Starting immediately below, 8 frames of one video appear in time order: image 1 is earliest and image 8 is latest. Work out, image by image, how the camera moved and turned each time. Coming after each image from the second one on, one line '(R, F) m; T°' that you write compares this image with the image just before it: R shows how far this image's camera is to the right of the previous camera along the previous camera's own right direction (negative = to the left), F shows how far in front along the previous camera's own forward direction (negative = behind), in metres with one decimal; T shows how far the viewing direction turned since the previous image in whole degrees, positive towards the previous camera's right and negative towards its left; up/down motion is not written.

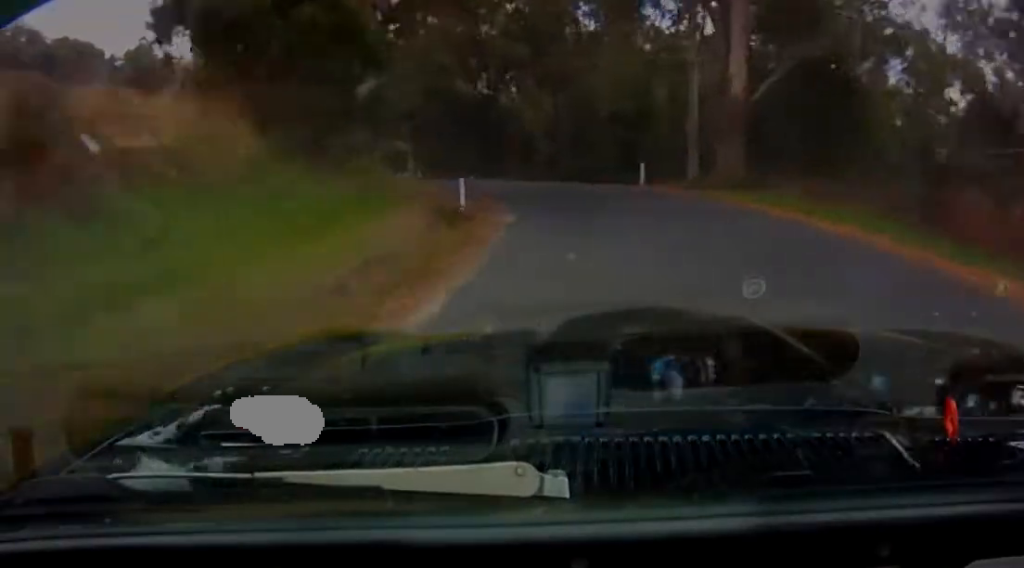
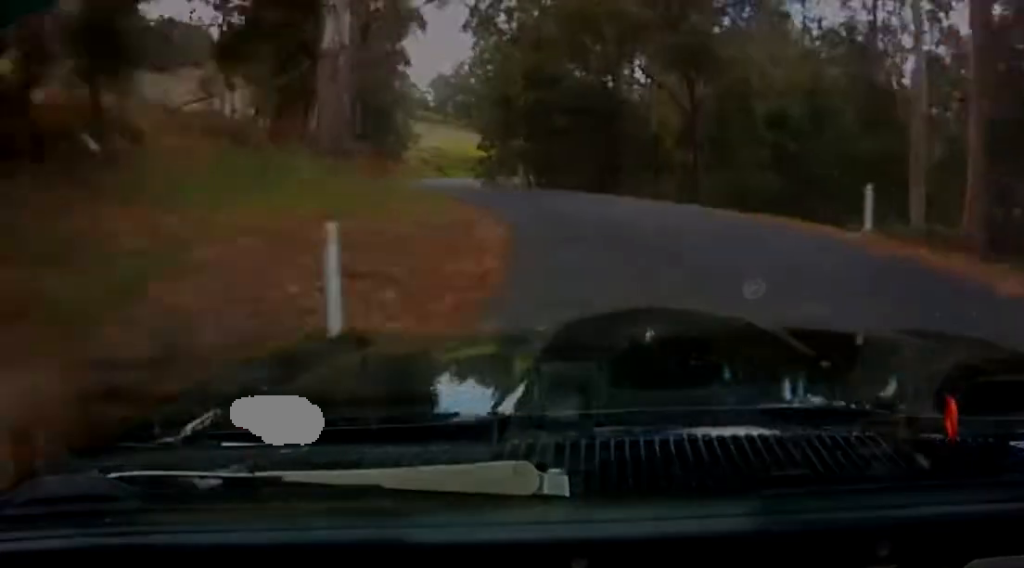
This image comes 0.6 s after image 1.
(-2.0, +13.8) m; -11°
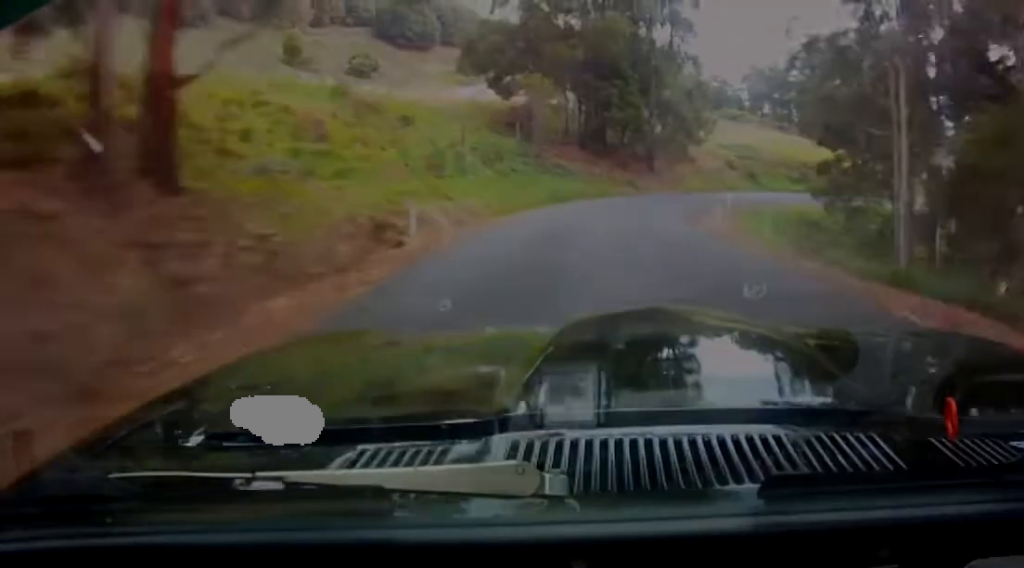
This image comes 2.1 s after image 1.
(-7.0, +36.5) m; -12°
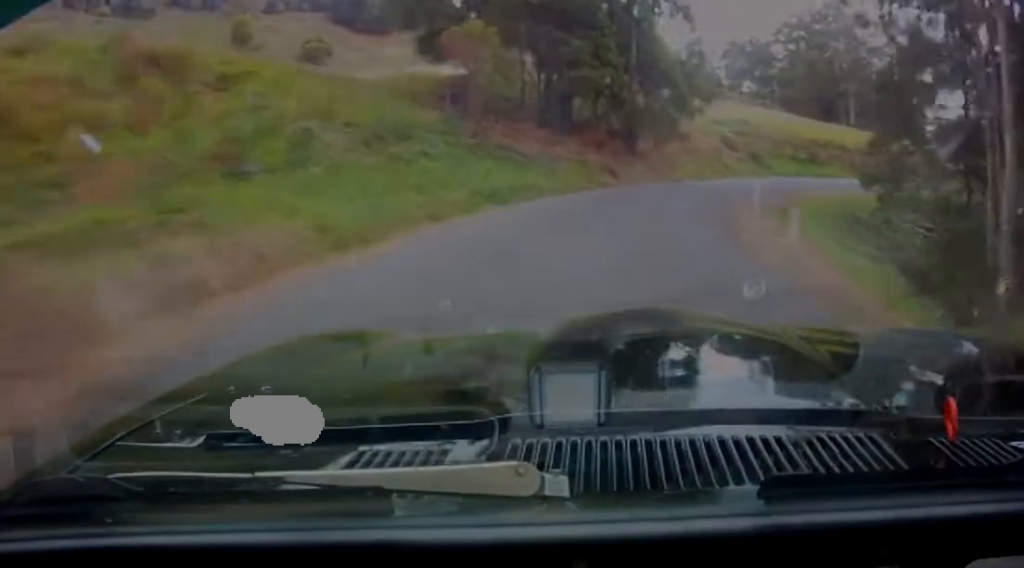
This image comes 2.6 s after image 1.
(0.0, +13.4) m; +3°
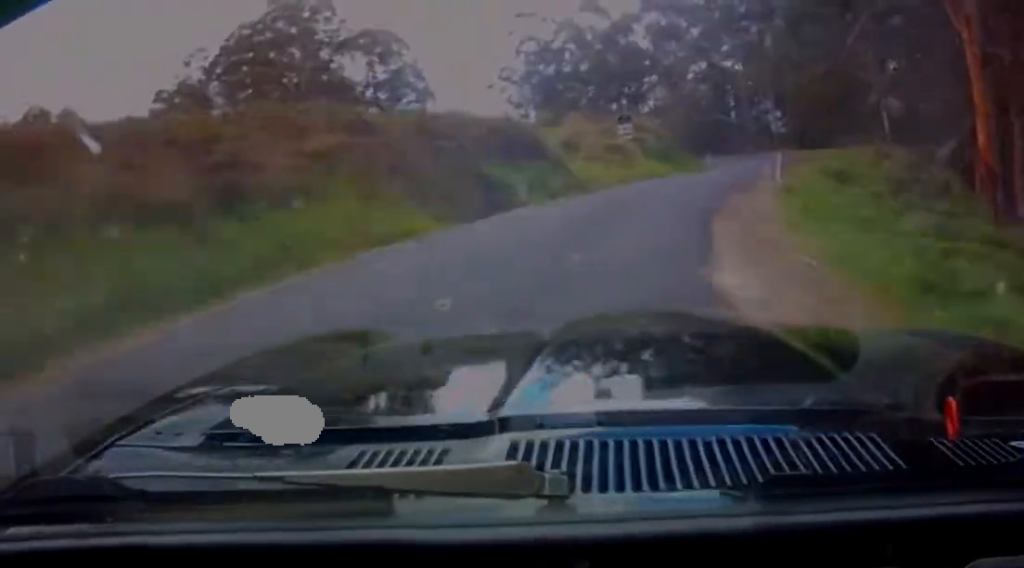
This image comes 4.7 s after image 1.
(+7.2, +58.1) m; +16°
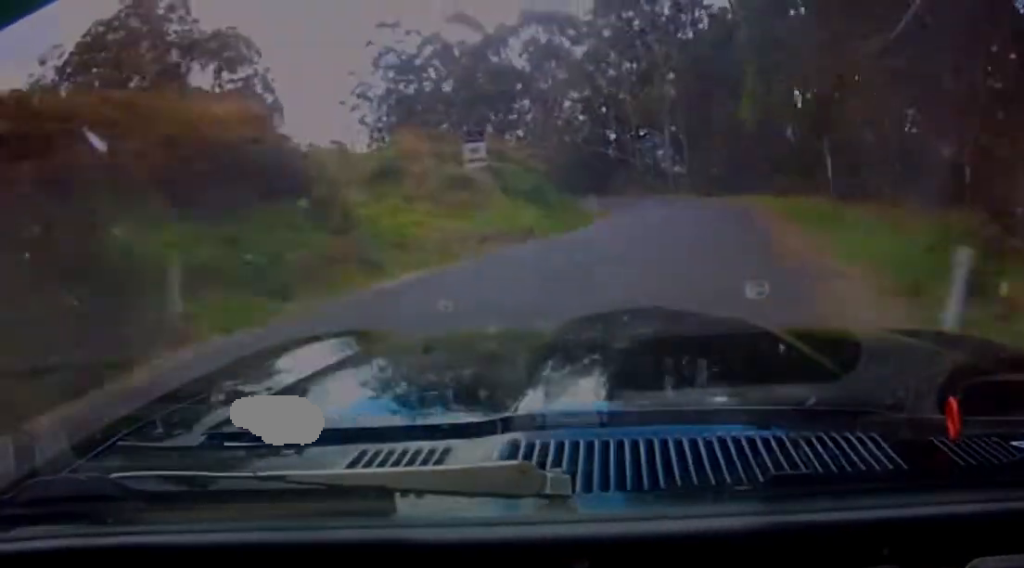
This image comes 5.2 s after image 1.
(+1.0, +14.9) m; +5°
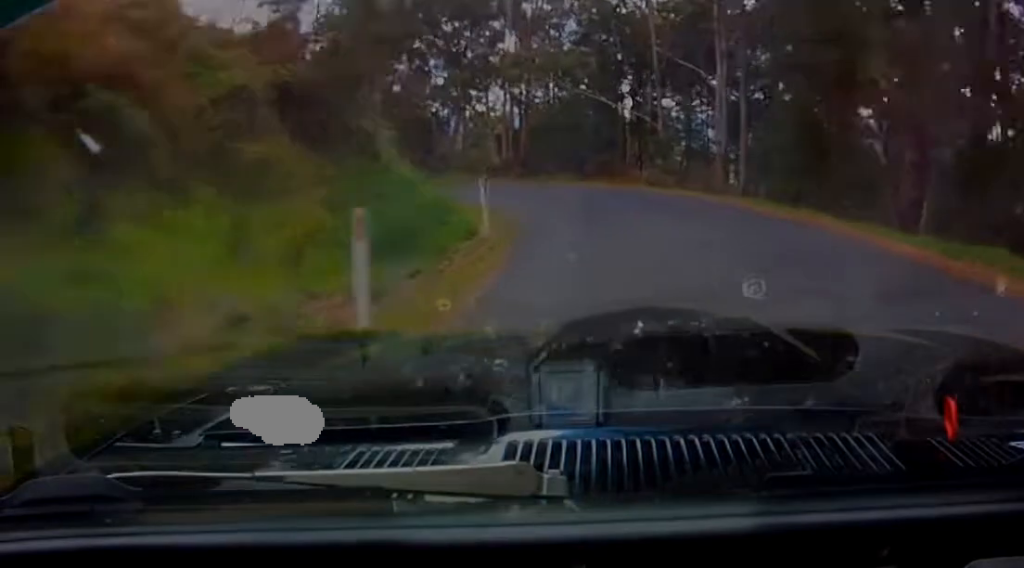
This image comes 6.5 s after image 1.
(+2.7, +32.3) m; +5°
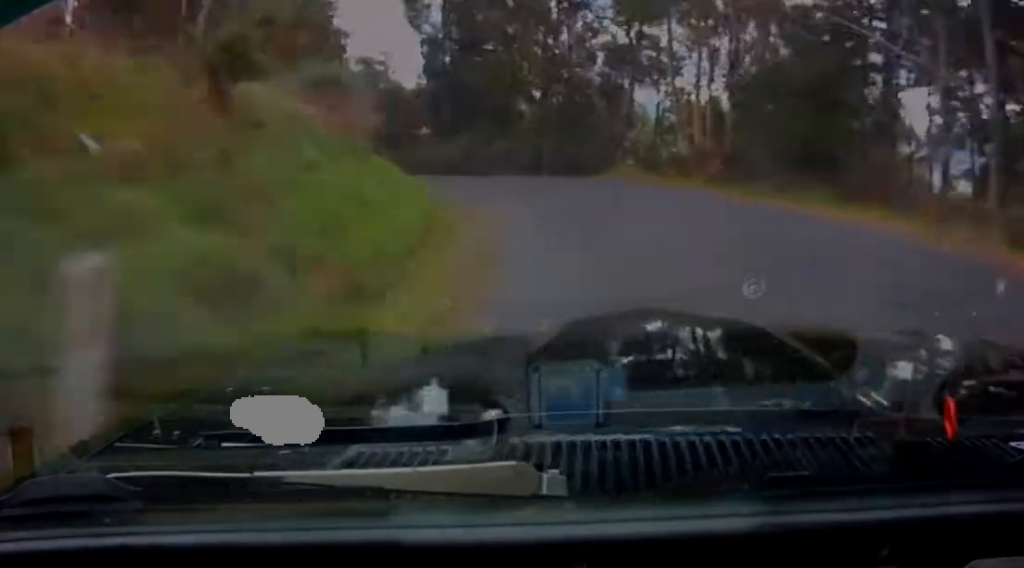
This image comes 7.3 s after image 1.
(0.0, +21.7) m; -5°
